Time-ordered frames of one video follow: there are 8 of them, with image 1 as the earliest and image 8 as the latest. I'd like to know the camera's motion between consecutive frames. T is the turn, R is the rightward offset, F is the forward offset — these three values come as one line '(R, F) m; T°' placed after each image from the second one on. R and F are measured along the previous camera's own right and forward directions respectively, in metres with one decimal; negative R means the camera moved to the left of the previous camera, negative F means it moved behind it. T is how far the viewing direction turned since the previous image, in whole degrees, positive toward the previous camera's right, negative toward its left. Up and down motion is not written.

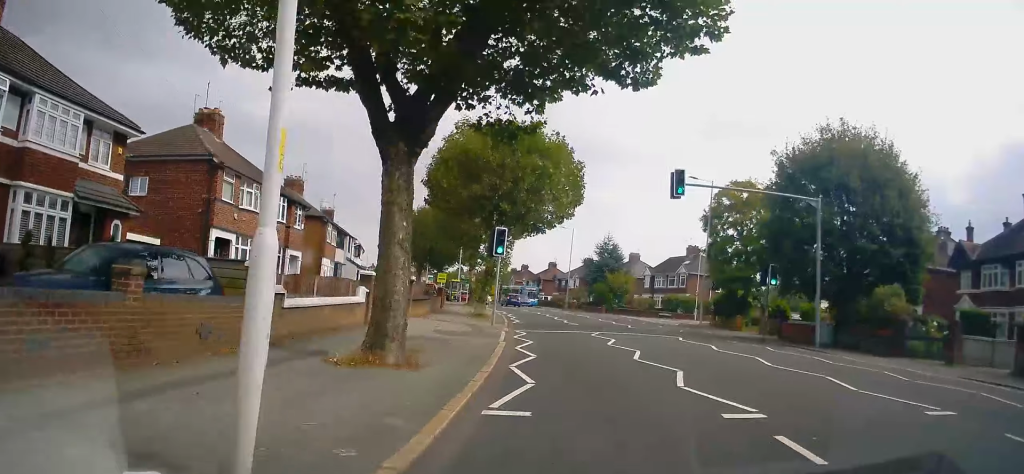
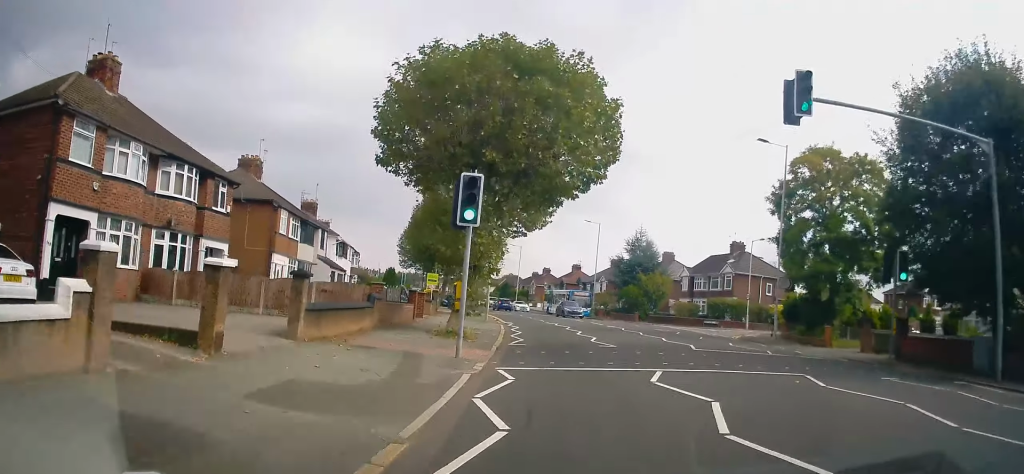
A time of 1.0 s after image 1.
(0.0, +11.2) m; 0°
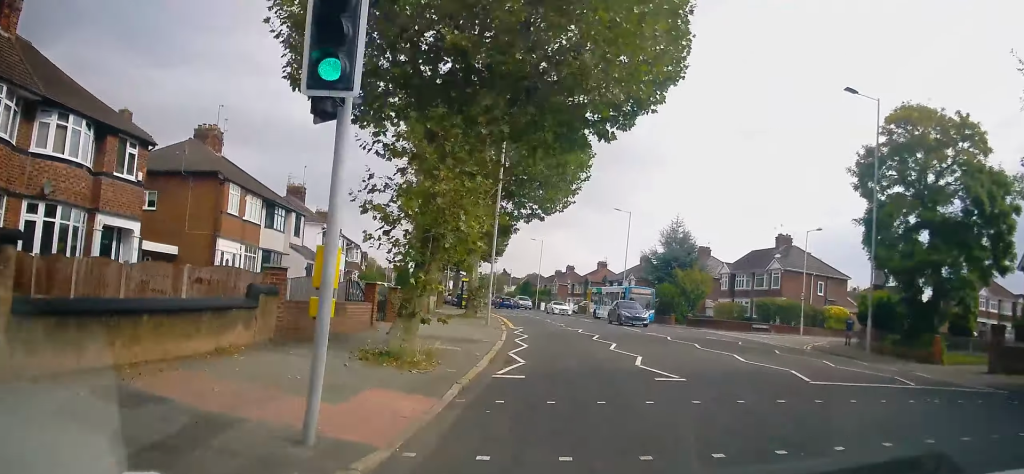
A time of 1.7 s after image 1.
(0.0, +8.1) m; -4°
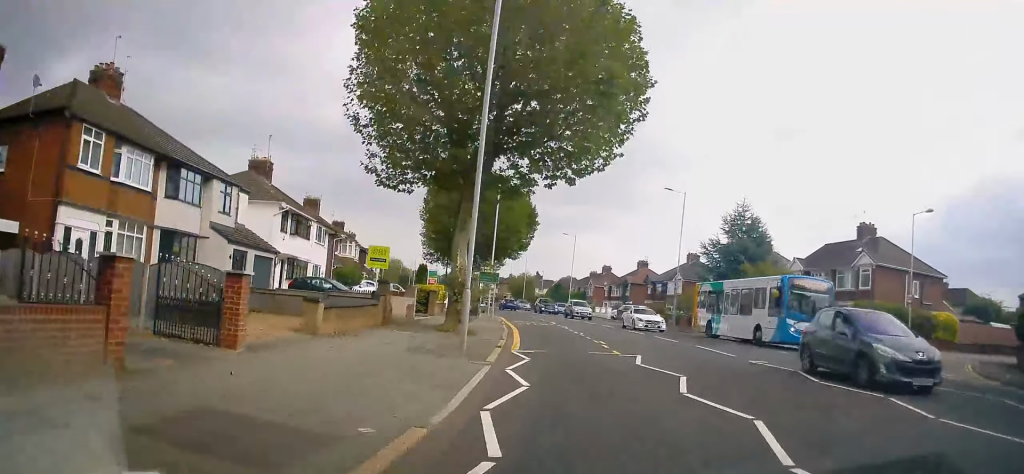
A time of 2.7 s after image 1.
(-0.8, +11.8) m; -5°
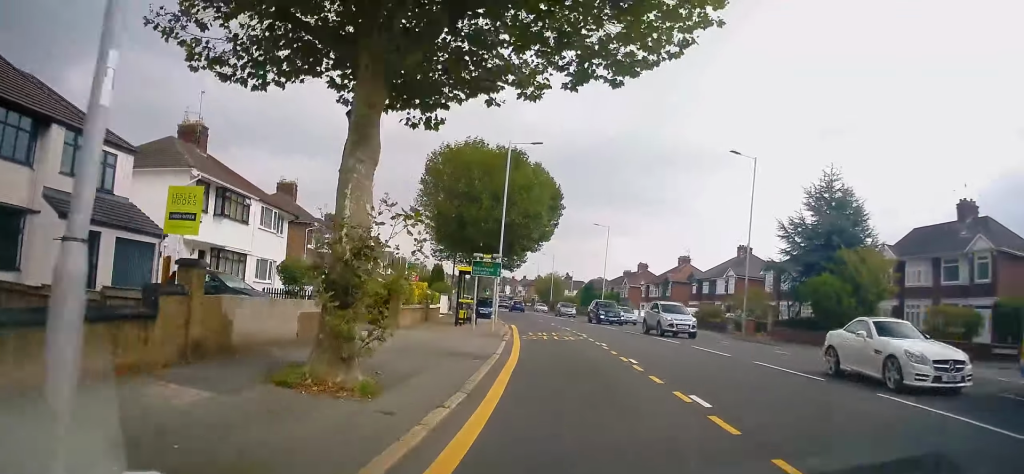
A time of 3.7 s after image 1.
(-0.3, +11.5) m; 0°
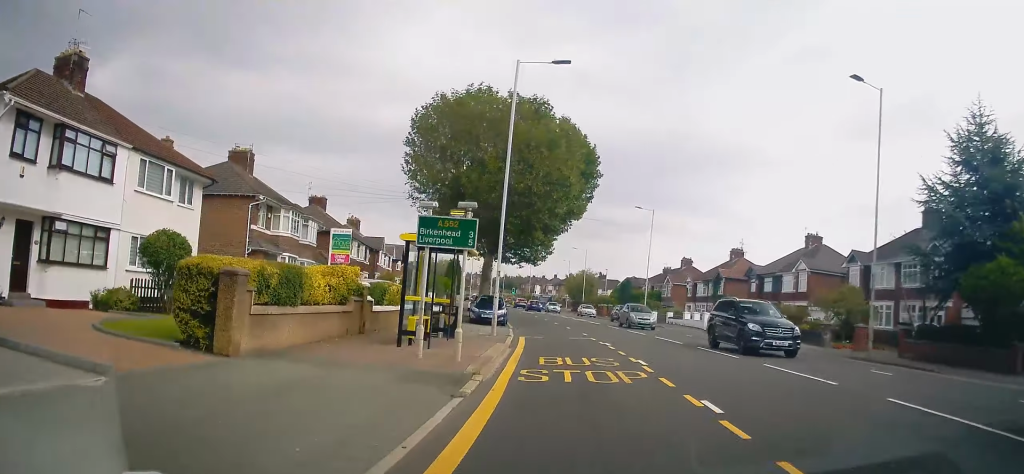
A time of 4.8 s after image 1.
(+0.2, +12.2) m; -4°
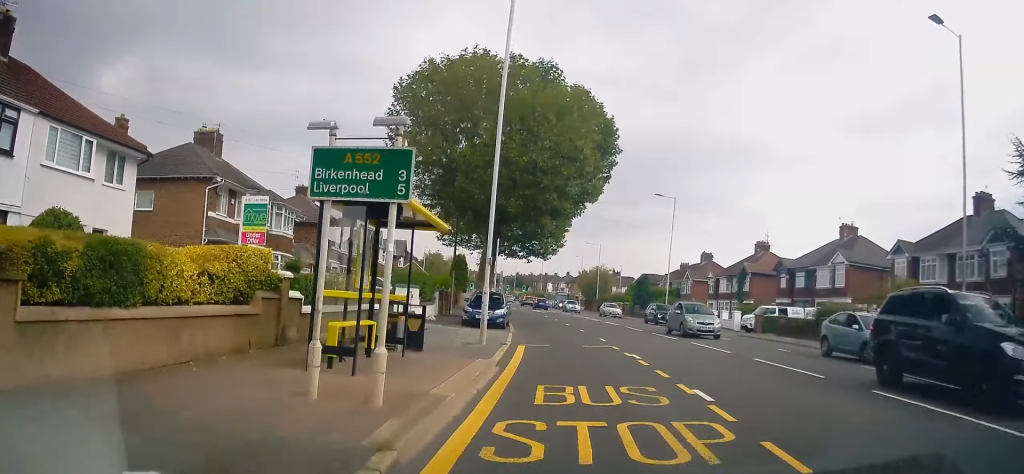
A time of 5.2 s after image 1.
(-0.1, +5.3) m; -2°
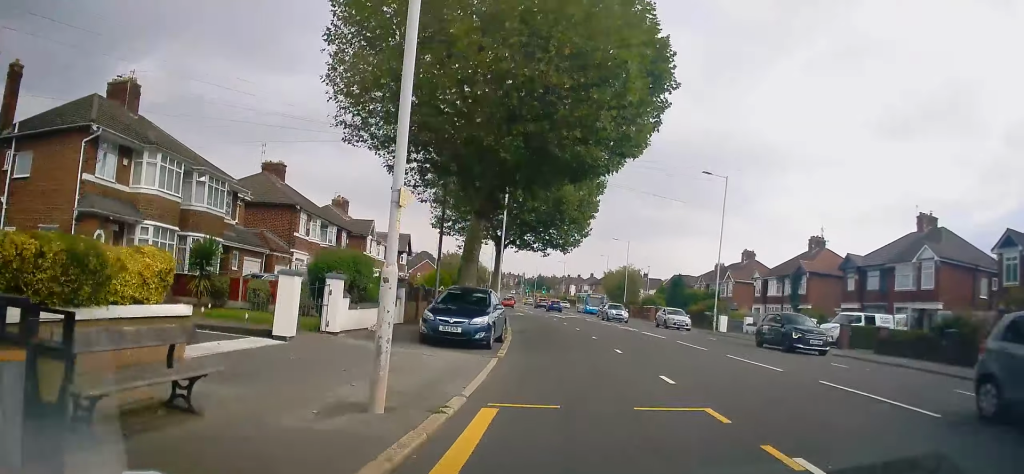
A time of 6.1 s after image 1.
(-0.8, +9.9) m; -2°
